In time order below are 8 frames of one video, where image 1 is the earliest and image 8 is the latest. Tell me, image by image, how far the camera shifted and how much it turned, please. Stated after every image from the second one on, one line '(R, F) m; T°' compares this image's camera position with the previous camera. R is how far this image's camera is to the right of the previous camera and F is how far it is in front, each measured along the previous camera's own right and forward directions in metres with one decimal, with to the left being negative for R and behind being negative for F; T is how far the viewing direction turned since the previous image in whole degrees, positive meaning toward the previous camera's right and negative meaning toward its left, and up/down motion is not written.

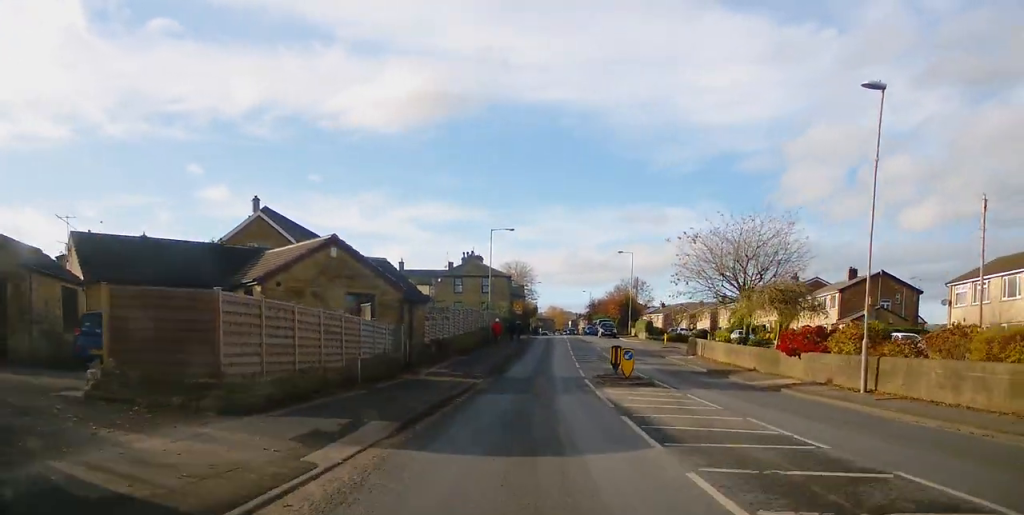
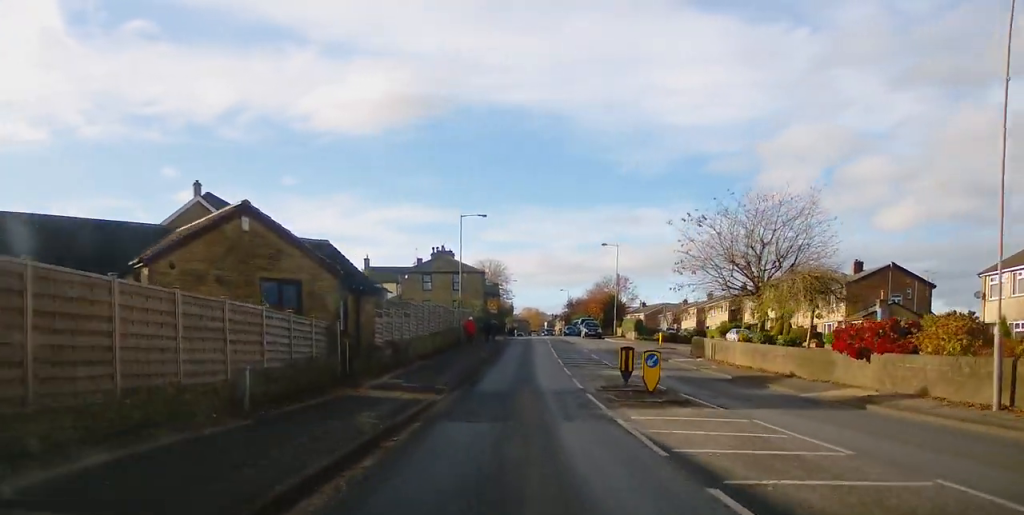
(0.0, +6.7) m; +1°
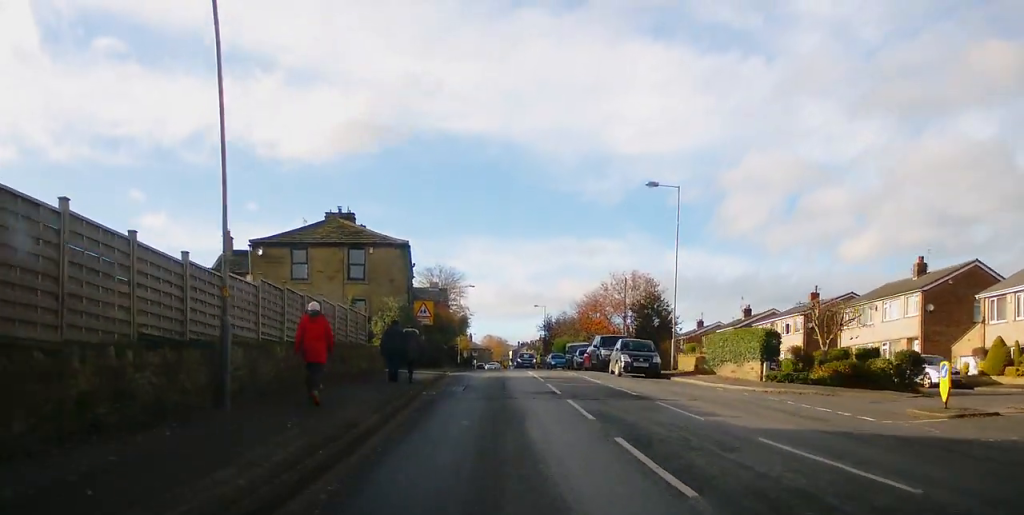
(+2.1, +36.4) m; +5°
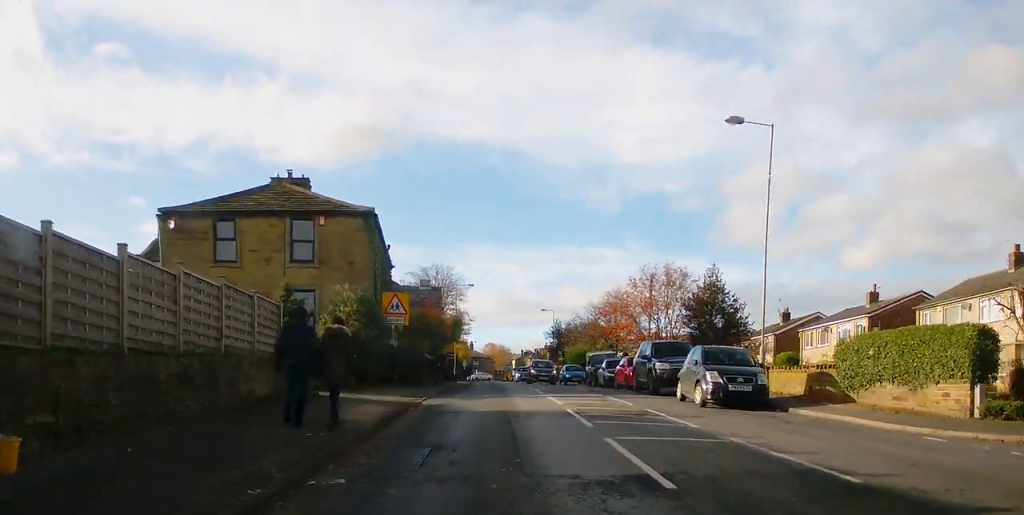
(0.0, +11.5) m; 0°
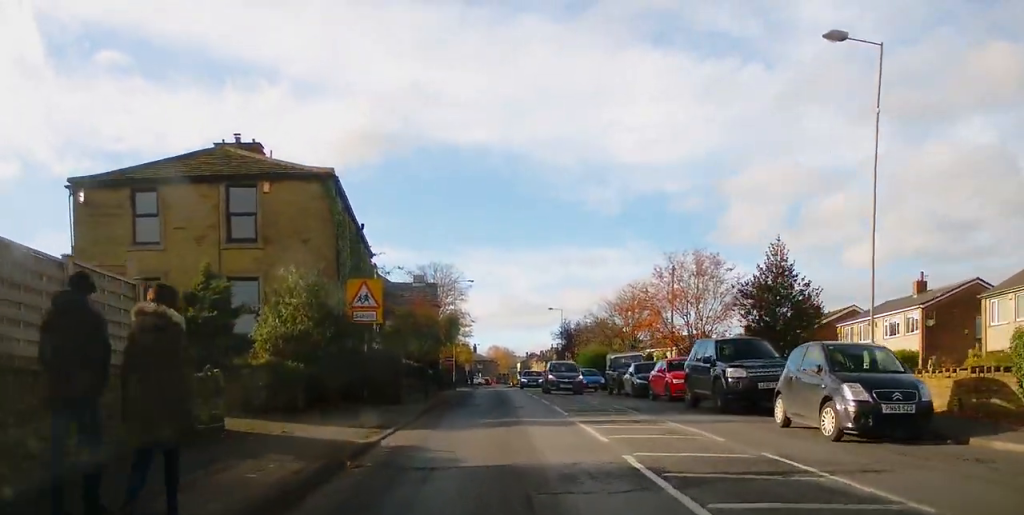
(0.0, +7.1) m; 0°
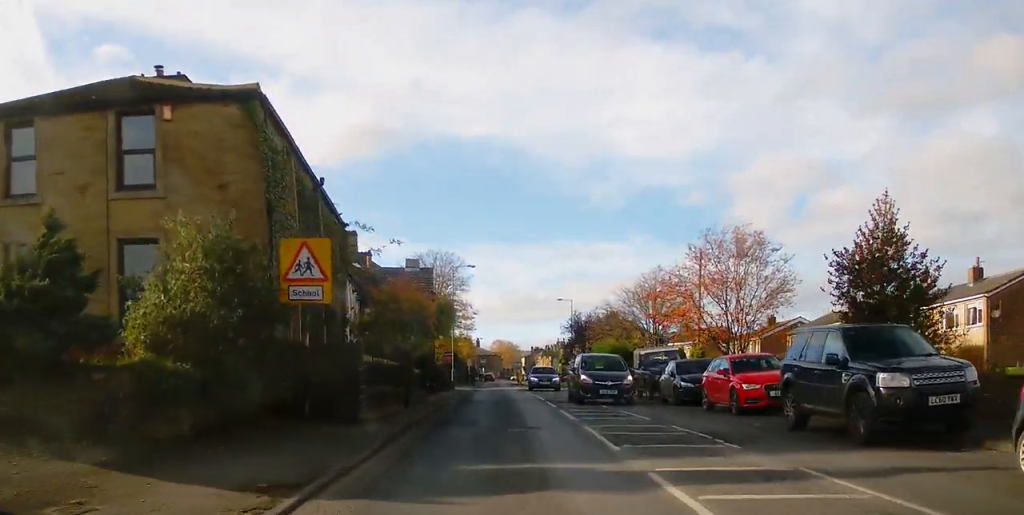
(0.0, +6.8) m; 0°
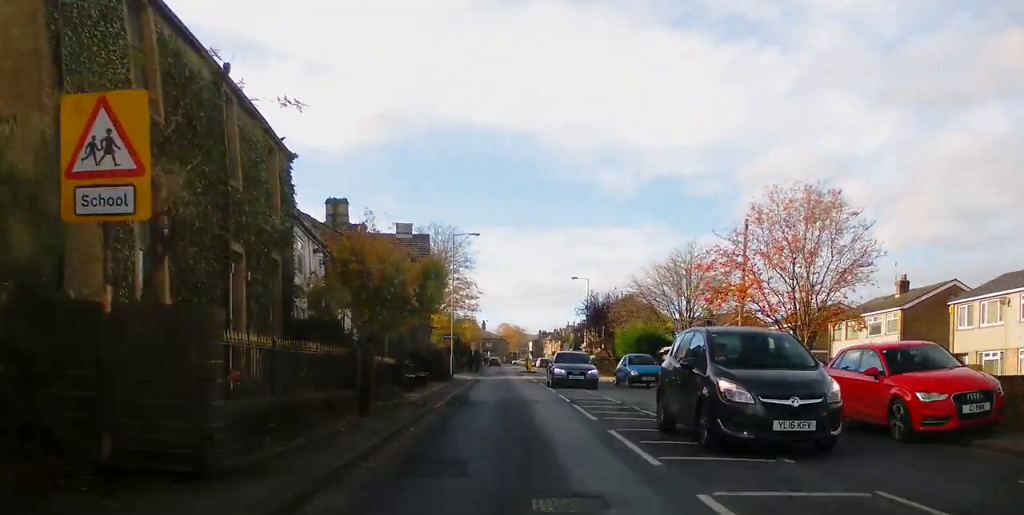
(0.0, +7.8) m; 0°
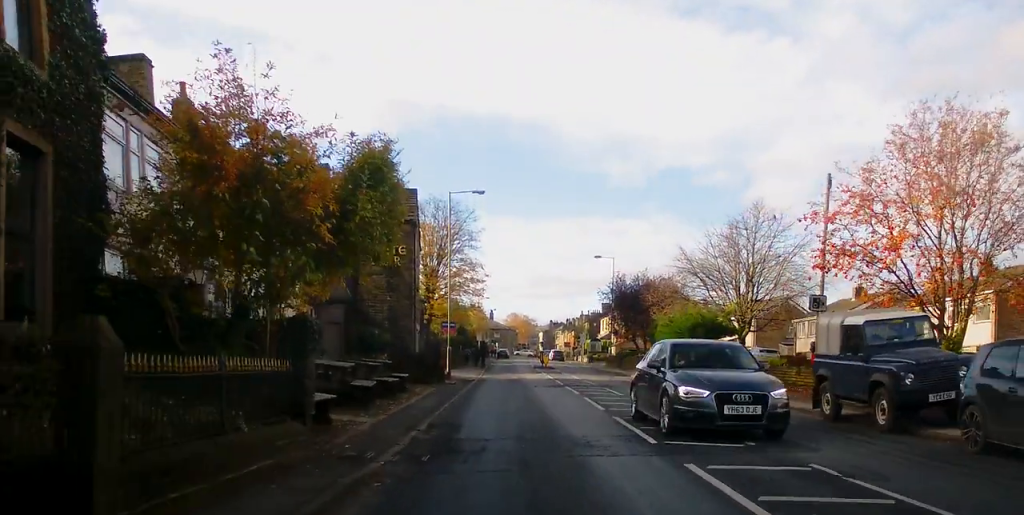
(0.0, +10.0) m; 0°
